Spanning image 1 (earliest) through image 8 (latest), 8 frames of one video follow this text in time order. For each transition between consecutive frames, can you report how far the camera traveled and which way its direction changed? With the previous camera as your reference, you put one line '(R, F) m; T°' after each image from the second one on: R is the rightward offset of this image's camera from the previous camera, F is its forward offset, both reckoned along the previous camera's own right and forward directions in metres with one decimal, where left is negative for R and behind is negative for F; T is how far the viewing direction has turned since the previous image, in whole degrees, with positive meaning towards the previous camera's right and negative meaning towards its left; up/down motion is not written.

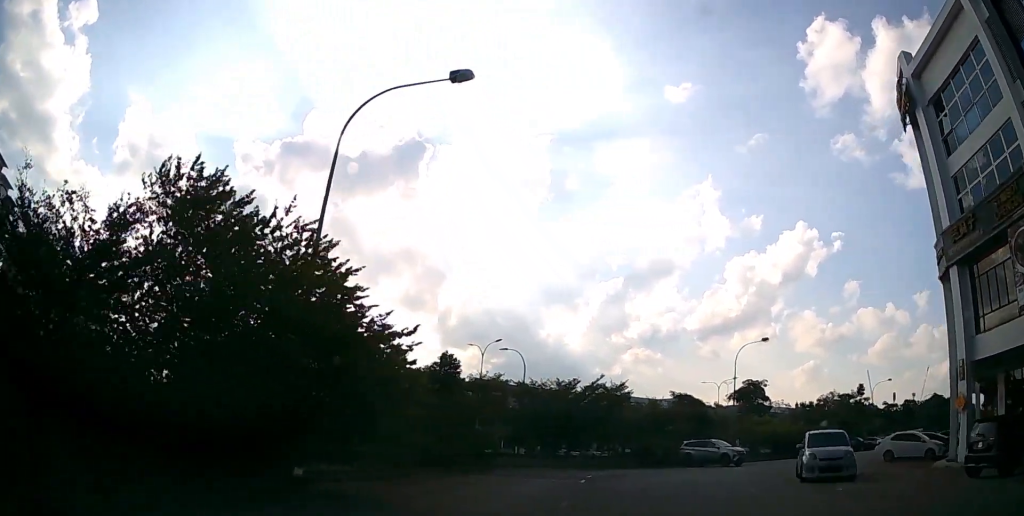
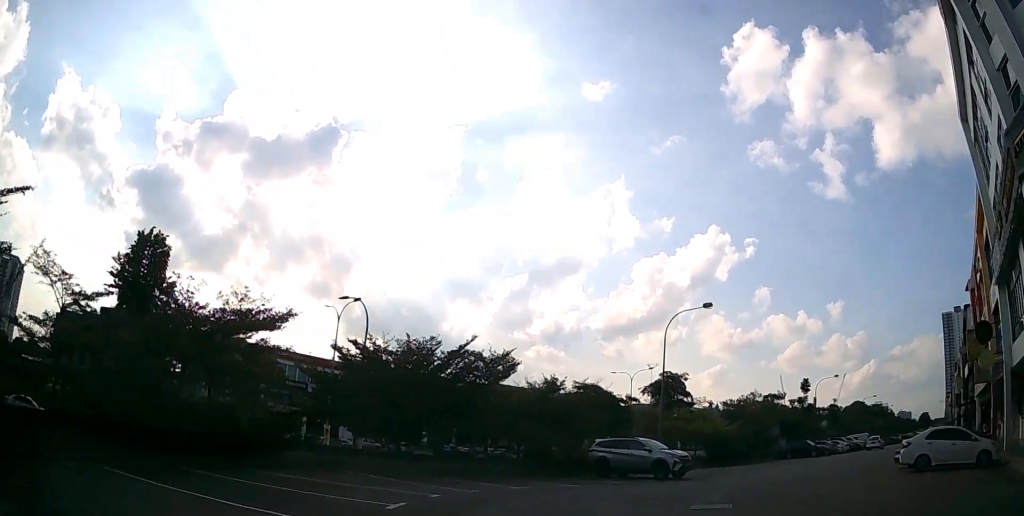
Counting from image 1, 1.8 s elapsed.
(+0.9, +11.9) m; +9°
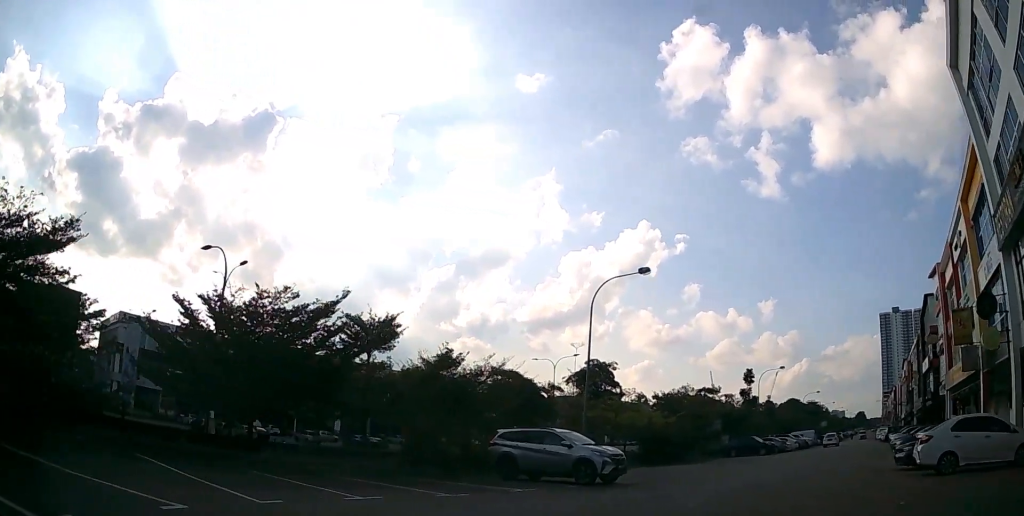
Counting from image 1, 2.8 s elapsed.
(+0.4, +6.2) m; +8°
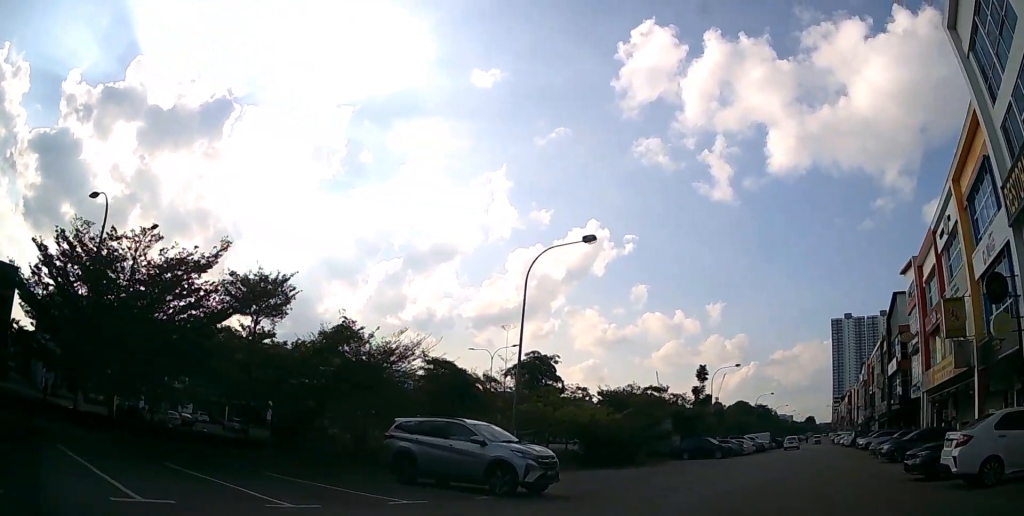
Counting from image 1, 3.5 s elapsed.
(+0.3, +4.1) m; +6°
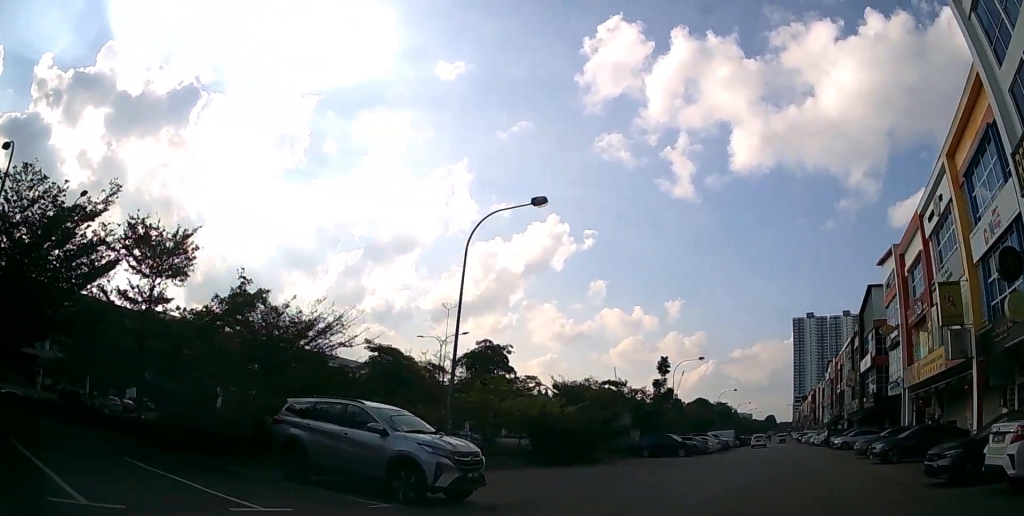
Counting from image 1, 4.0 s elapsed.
(+0.1, +3.1) m; +4°
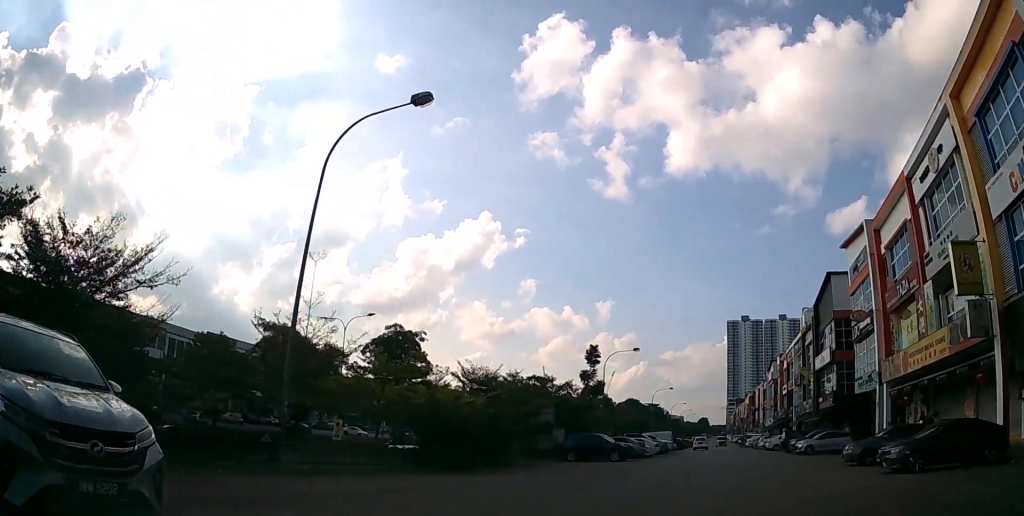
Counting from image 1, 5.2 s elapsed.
(+0.5, +6.4) m; +8°
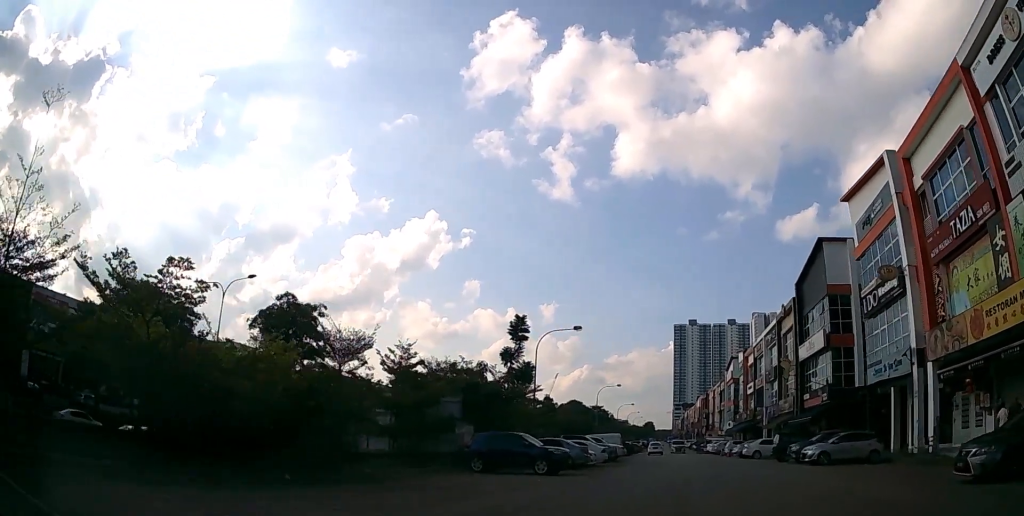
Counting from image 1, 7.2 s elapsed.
(+0.7, +10.7) m; +4°
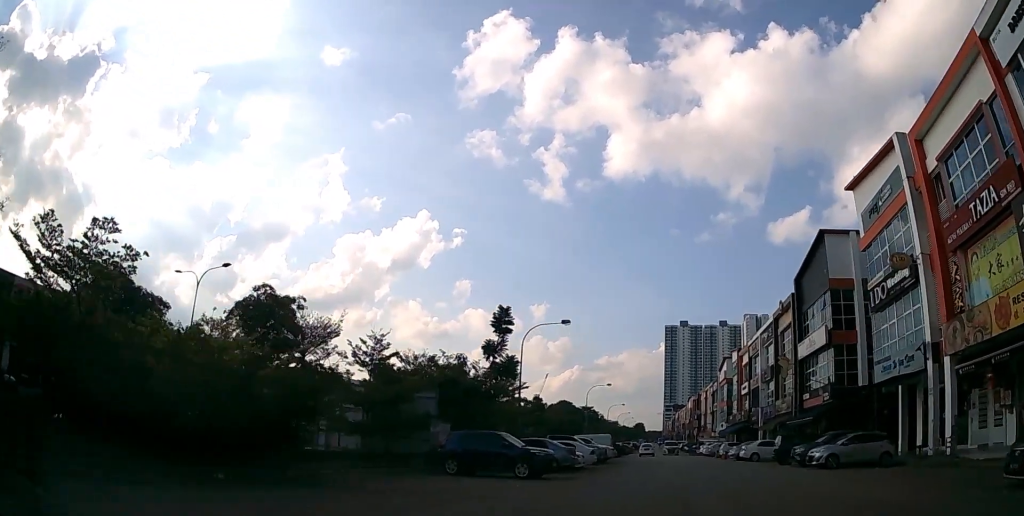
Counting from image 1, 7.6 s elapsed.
(0.0, +2.2) m; 0°
